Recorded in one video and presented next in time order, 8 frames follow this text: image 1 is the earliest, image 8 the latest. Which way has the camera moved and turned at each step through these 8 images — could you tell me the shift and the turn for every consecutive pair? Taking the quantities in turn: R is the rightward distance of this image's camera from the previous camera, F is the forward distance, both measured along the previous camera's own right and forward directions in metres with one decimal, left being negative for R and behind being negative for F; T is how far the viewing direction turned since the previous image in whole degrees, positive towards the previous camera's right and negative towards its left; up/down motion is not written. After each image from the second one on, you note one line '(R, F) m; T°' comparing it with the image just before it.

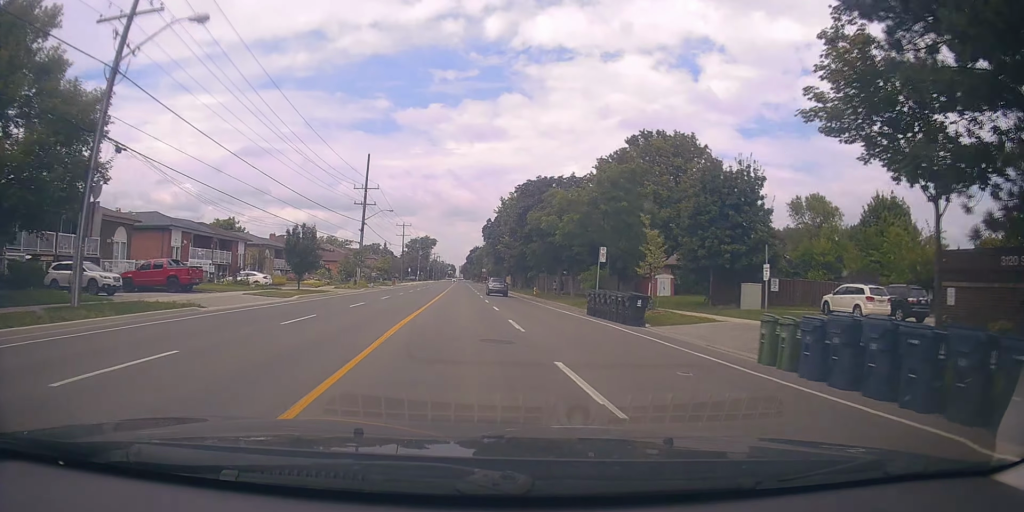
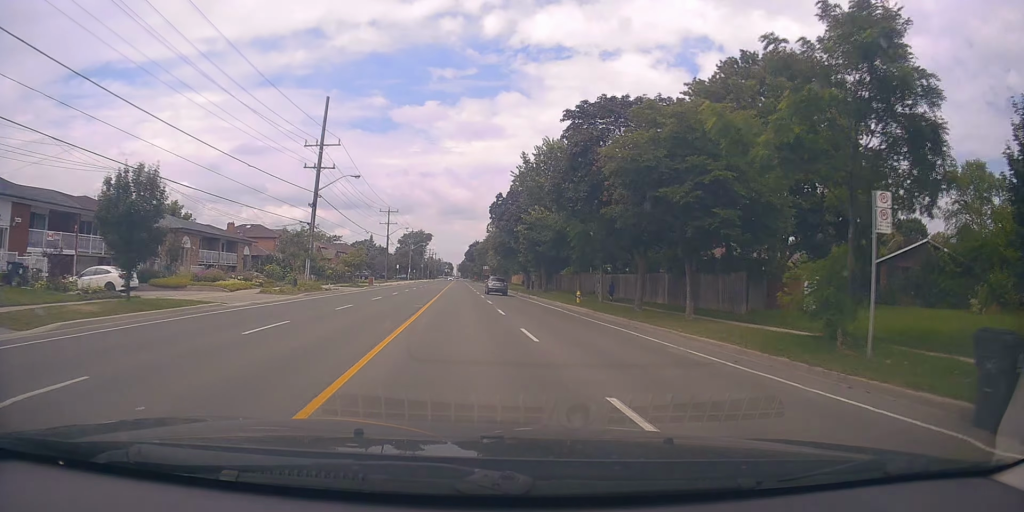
(+0.4, +21.5) m; +2°
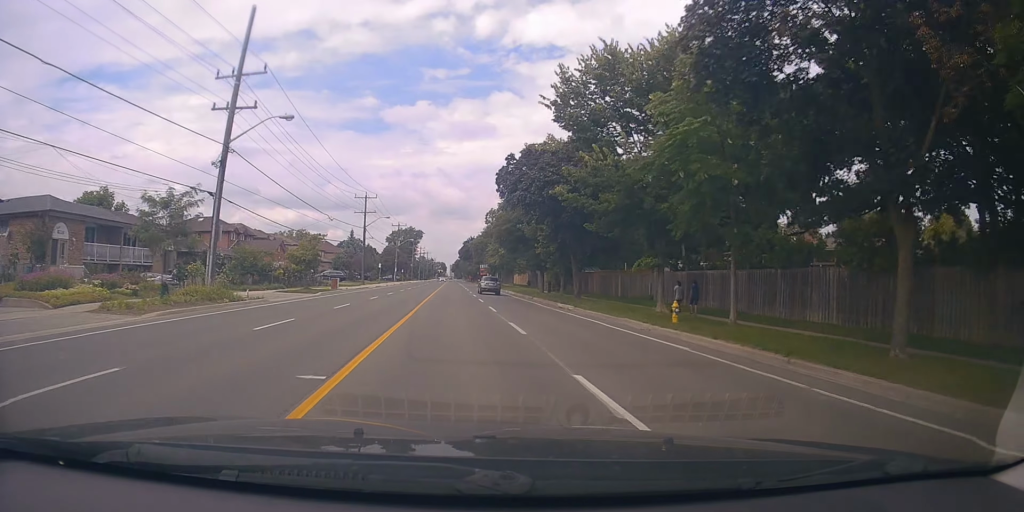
(+0.2, +17.3) m; +1°
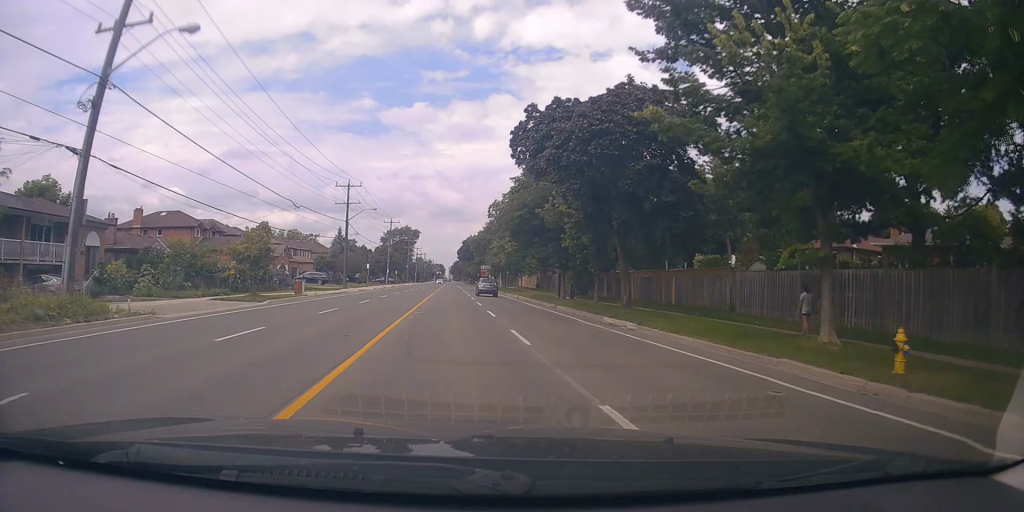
(-0.1, +11.4) m; 0°
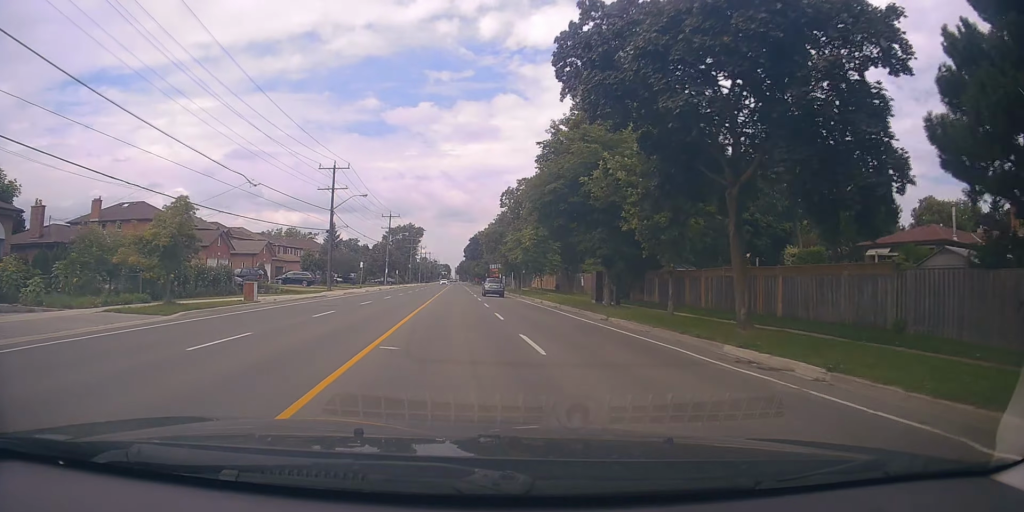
(0.0, +10.7) m; -1°
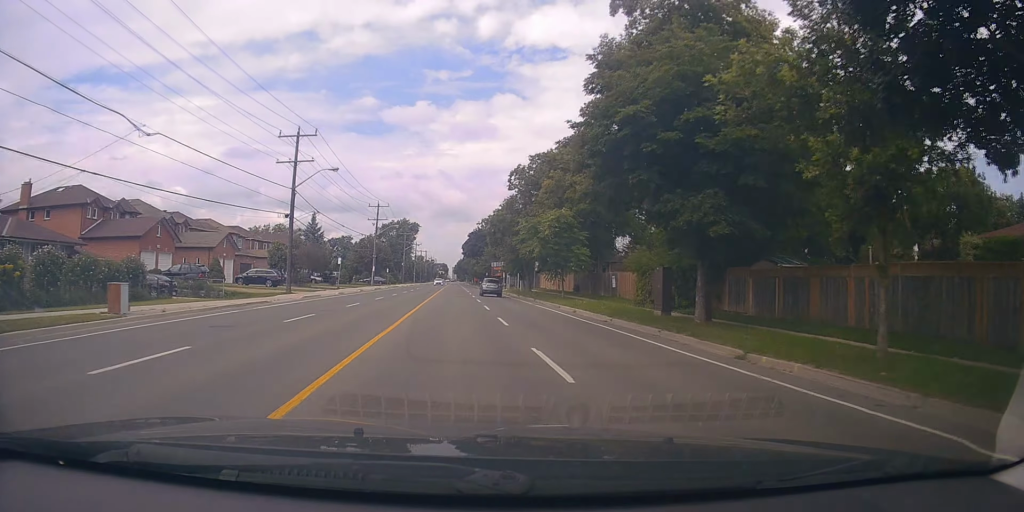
(0.0, +12.1) m; 0°
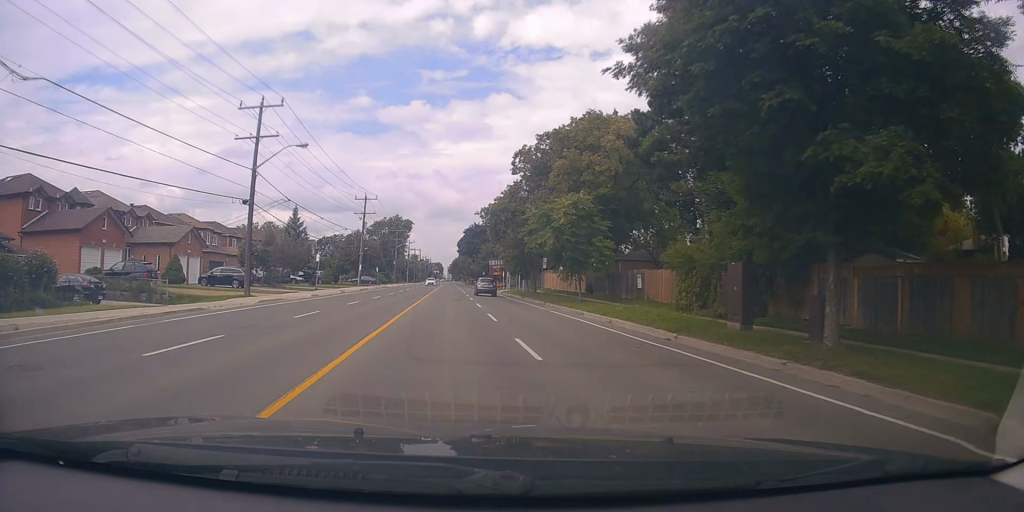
(-0.2, +7.2) m; +1°
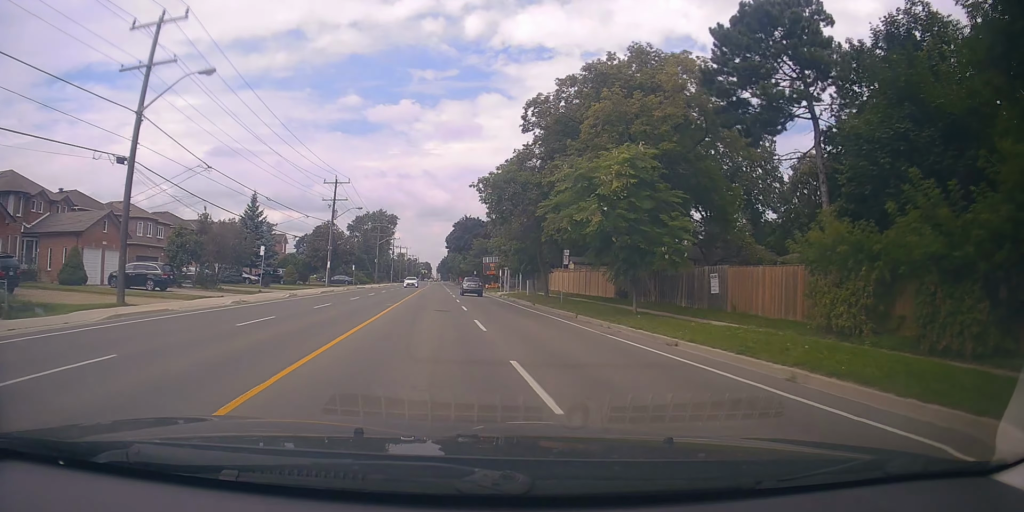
(+0.4, +12.2) m; +1°
